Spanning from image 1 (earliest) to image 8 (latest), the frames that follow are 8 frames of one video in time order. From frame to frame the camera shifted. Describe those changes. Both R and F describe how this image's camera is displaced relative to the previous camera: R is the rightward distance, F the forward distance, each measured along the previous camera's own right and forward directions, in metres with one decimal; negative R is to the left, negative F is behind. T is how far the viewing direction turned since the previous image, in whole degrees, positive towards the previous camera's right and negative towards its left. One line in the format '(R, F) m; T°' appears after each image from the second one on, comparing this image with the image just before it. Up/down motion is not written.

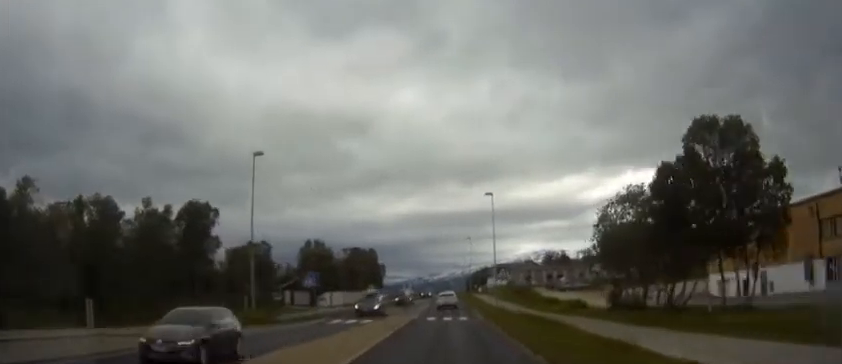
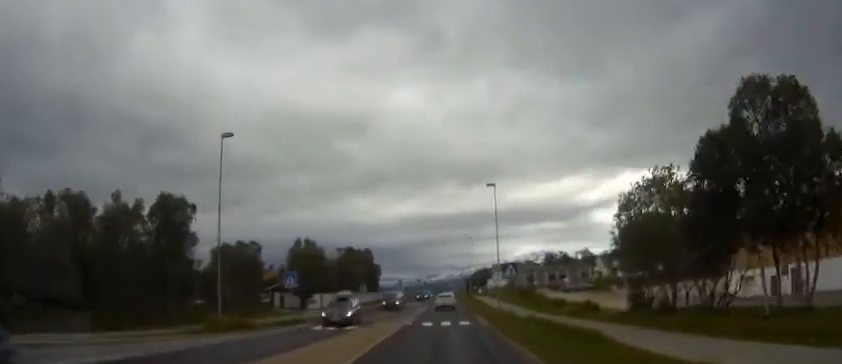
(0.0, +5.0) m; 0°
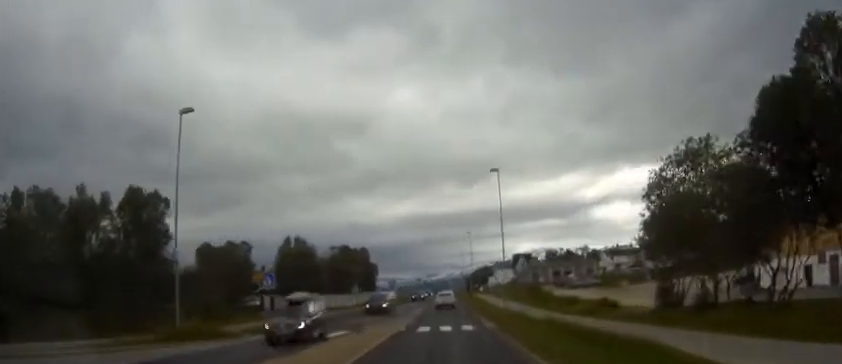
(0.0, +5.0) m; 0°
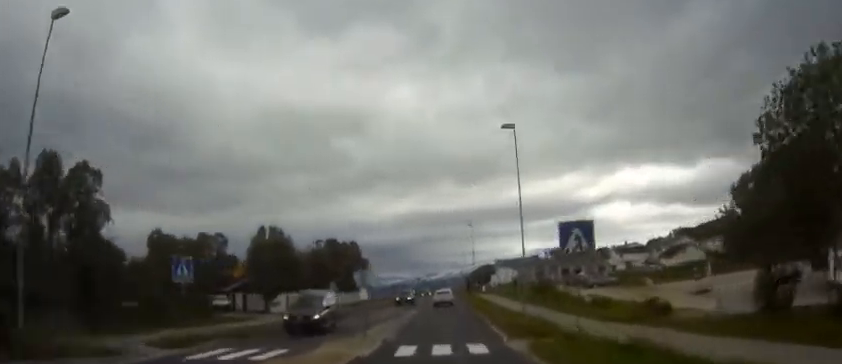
(0.0, +10.8) m; 0°
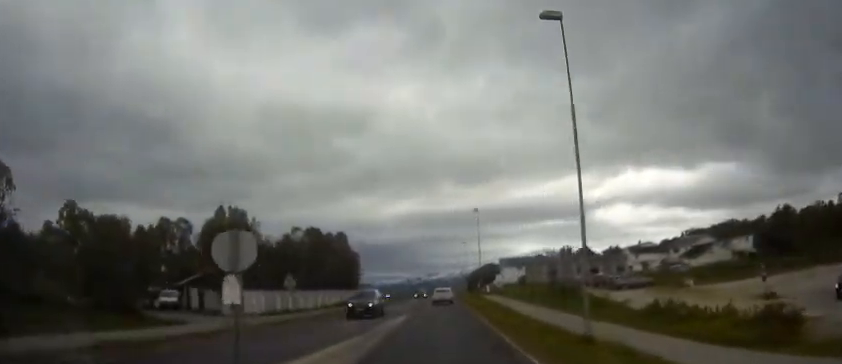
(0.0, +13.2) m; 0°
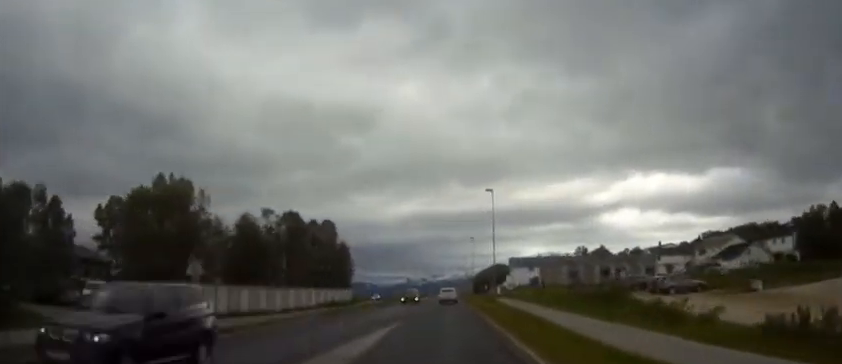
(-0.1, +13.7) m; 0°
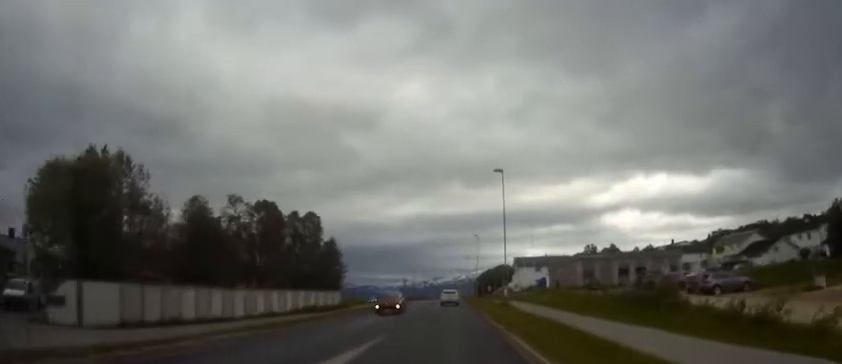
(0.0, +9.4) m; 0°
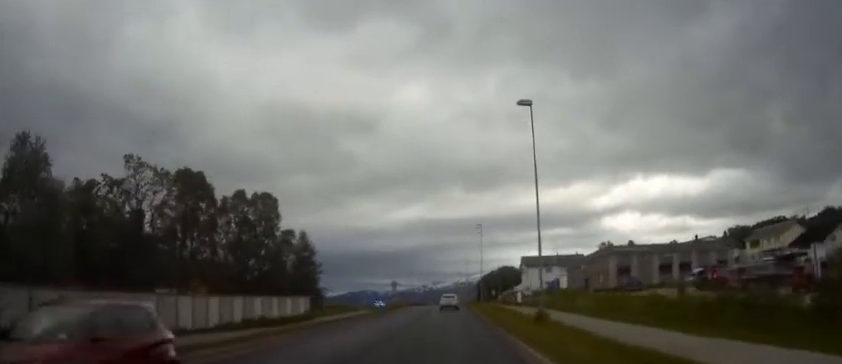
(+0.1, +16.7) m; +1°
